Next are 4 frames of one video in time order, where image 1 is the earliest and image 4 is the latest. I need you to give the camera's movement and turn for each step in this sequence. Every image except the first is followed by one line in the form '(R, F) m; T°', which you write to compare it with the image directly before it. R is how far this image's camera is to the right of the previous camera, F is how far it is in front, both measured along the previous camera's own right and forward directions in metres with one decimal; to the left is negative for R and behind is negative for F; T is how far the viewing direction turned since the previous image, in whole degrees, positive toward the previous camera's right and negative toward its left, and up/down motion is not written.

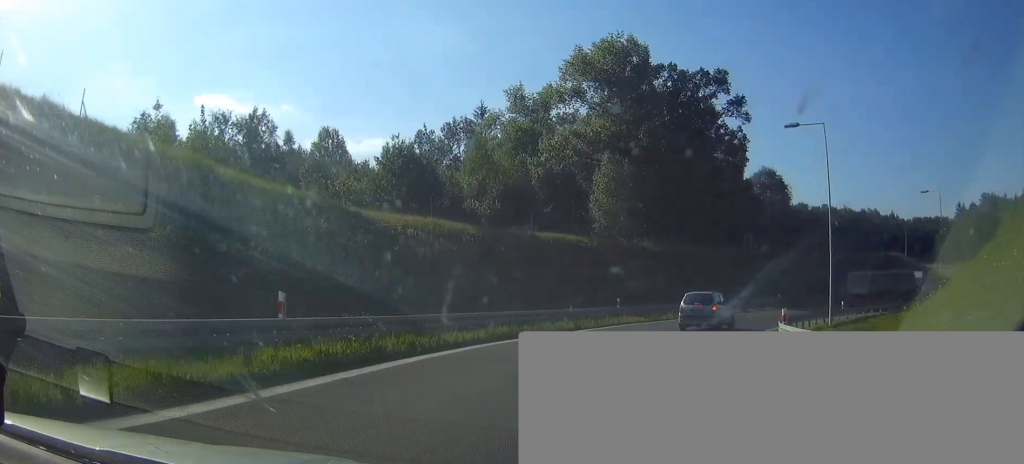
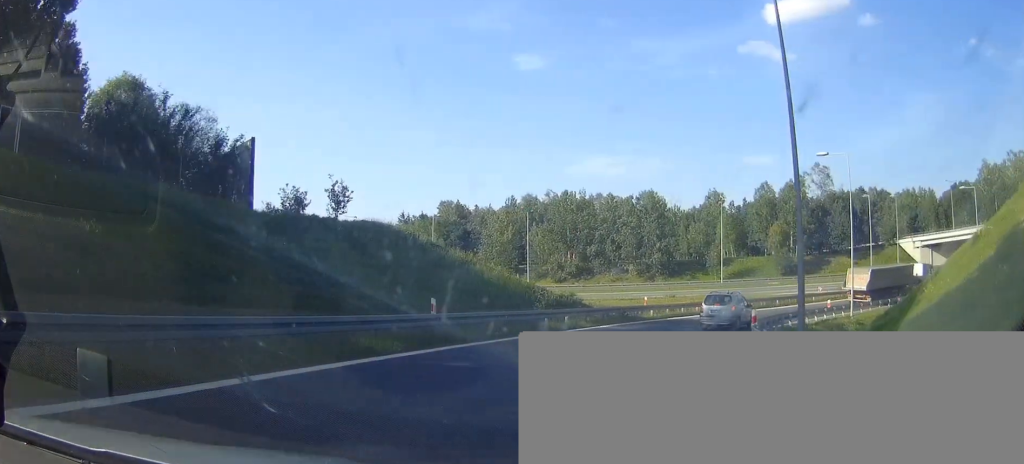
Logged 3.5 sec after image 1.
(+21.5, +43.6) m; +49°
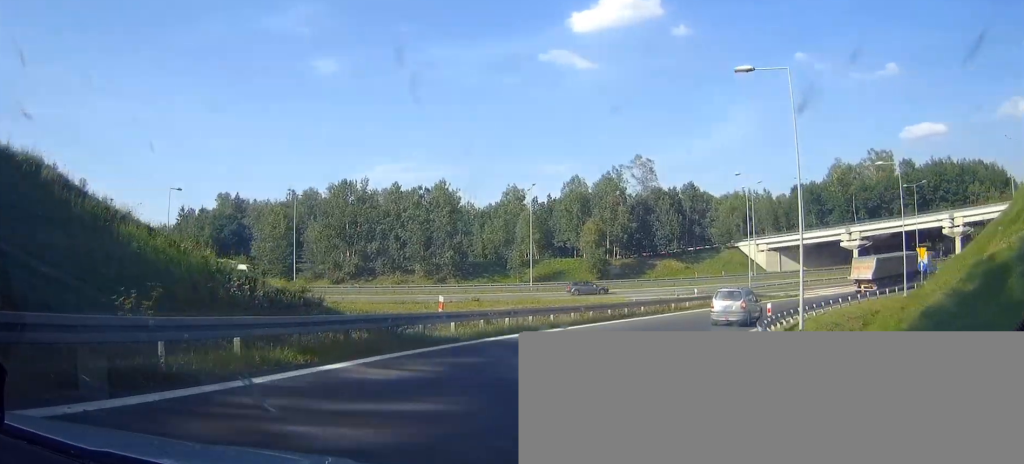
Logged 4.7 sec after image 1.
(+2.1, +18.0) m; +19°
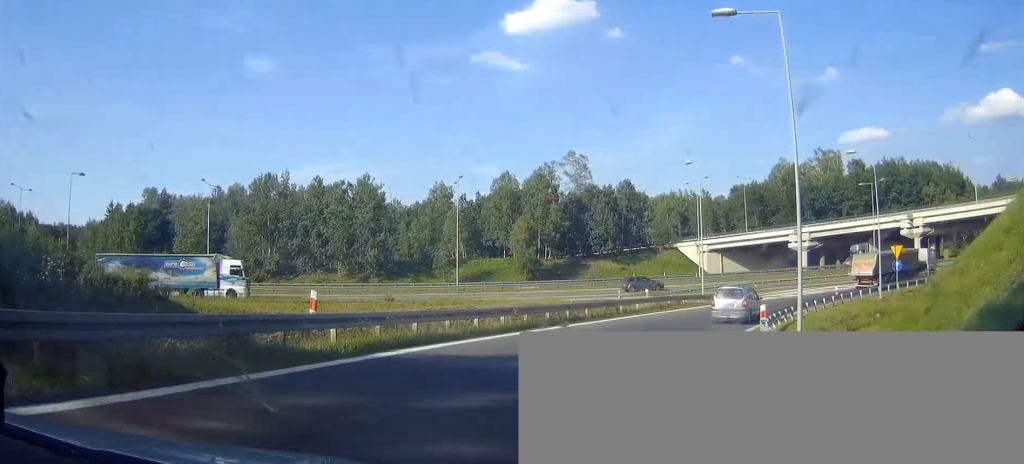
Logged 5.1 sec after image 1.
(-0.8, +5.9) m; +8°
